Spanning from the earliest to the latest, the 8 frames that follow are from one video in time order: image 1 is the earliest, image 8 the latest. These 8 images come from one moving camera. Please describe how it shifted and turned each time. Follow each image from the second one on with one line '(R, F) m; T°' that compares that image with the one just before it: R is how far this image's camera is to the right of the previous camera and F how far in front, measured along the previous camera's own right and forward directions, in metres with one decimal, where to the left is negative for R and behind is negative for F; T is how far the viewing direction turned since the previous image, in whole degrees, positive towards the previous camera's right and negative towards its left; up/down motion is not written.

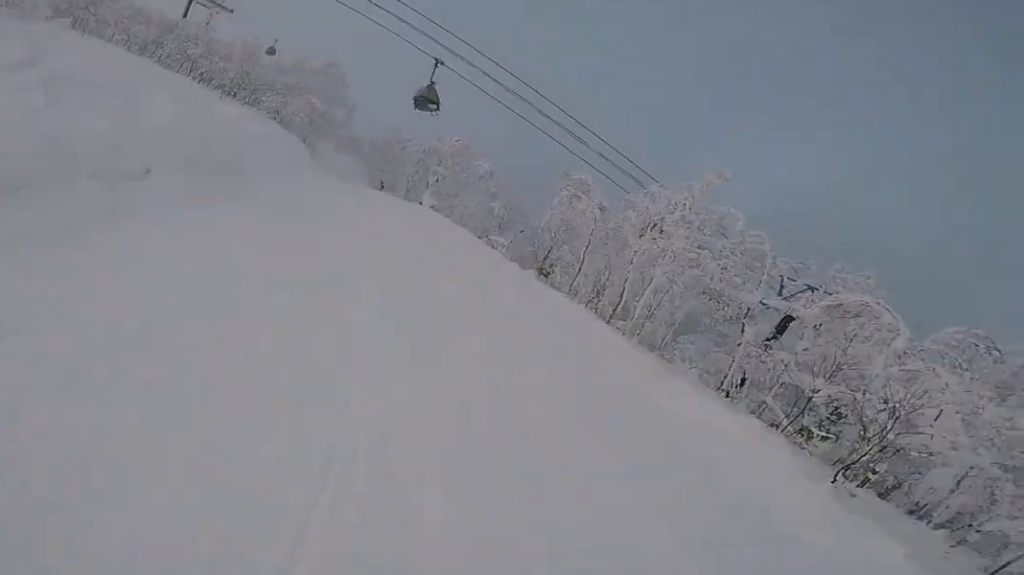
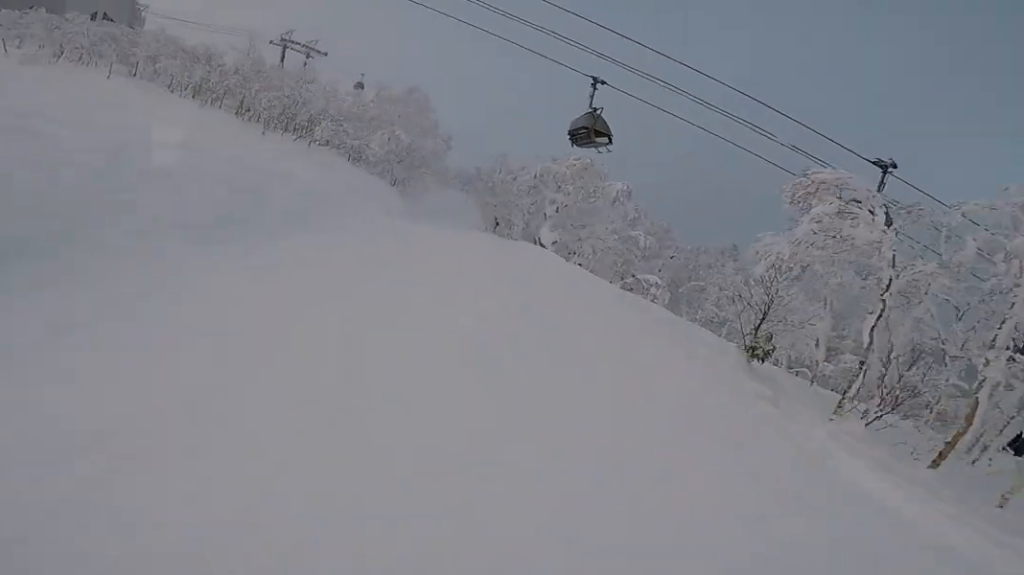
(-1.5, +6.9) m; -17°
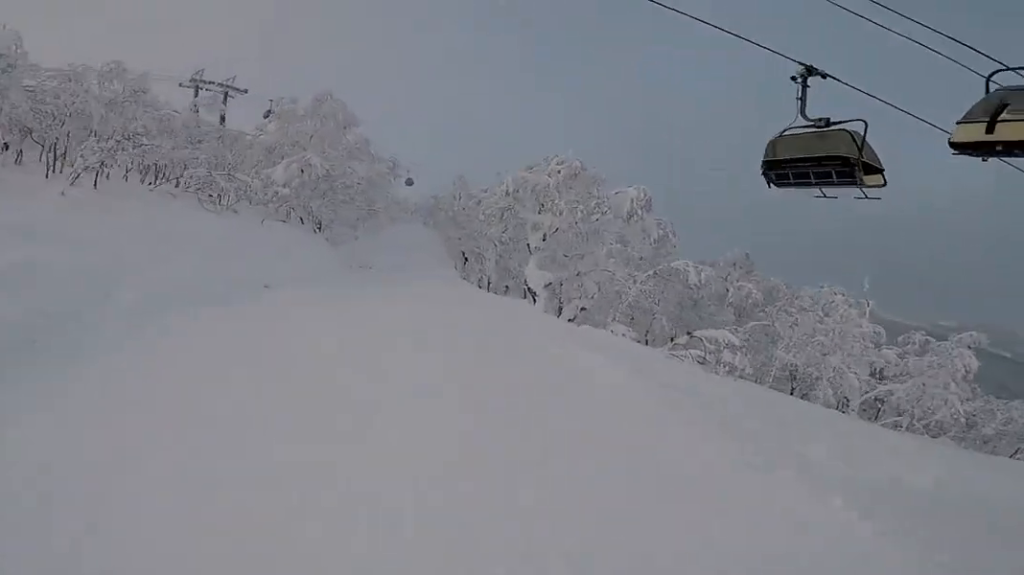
(-1.4, +10.0) m; -10°
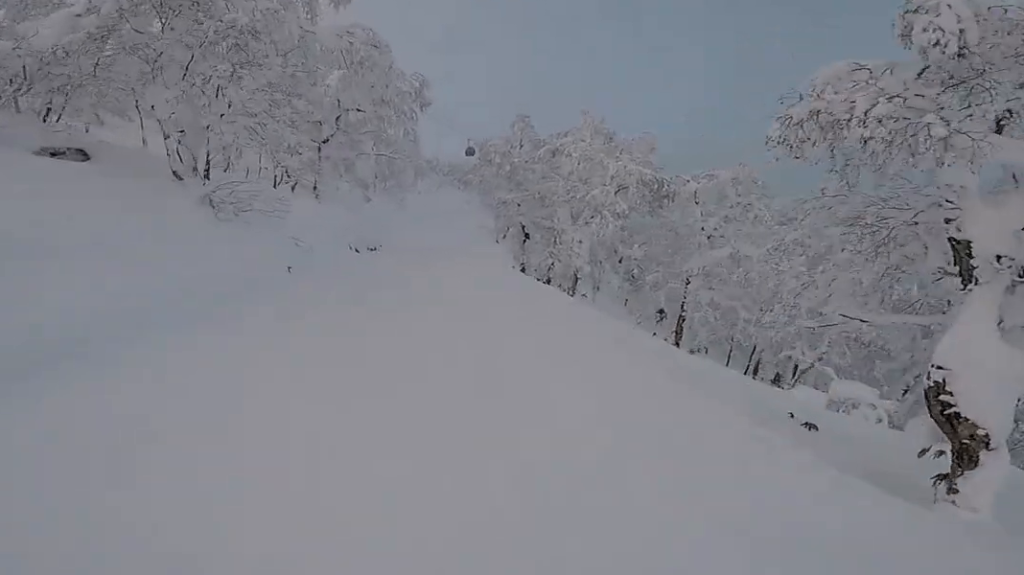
(-0.8, +17.8) m; -7°
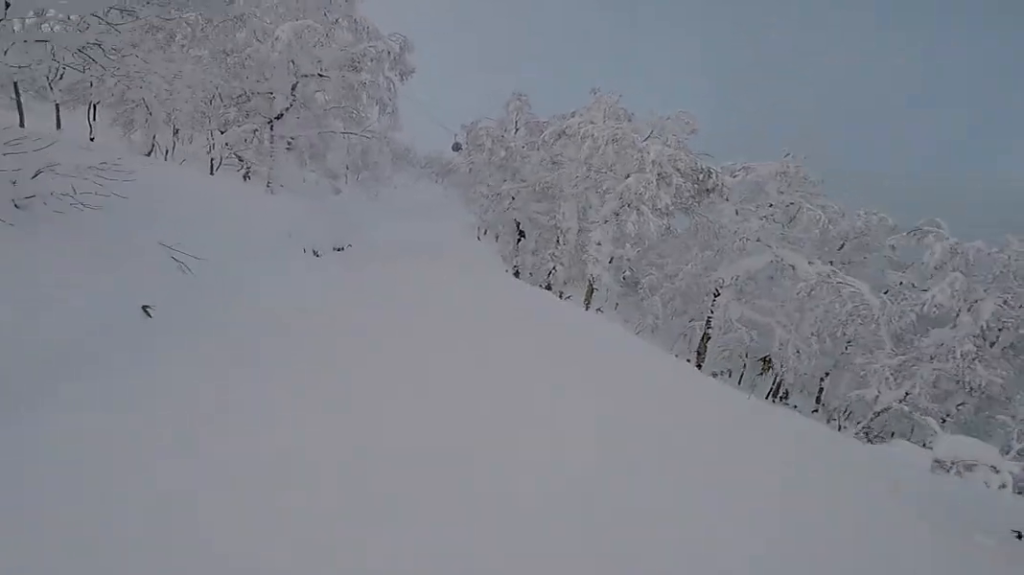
(-0.5, +5.4) m; 0°
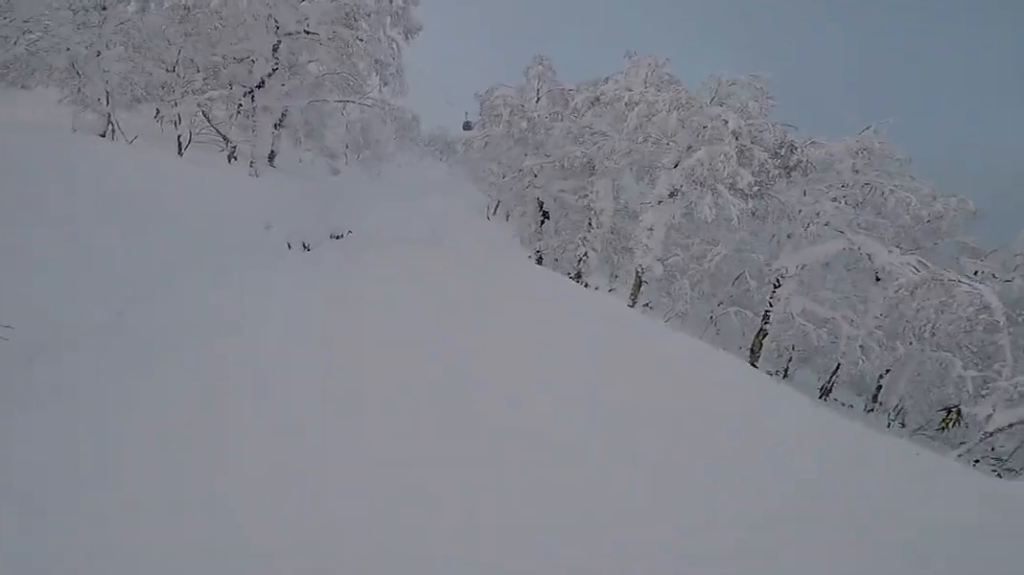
(+0.1, +3.5) m; 0°
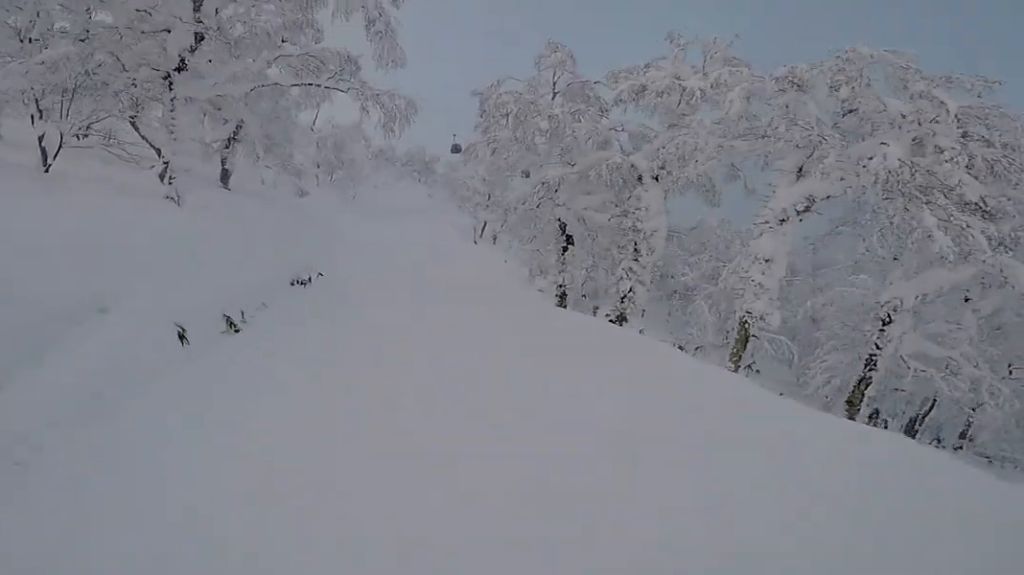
(+0.5, +6.6) m; 0°
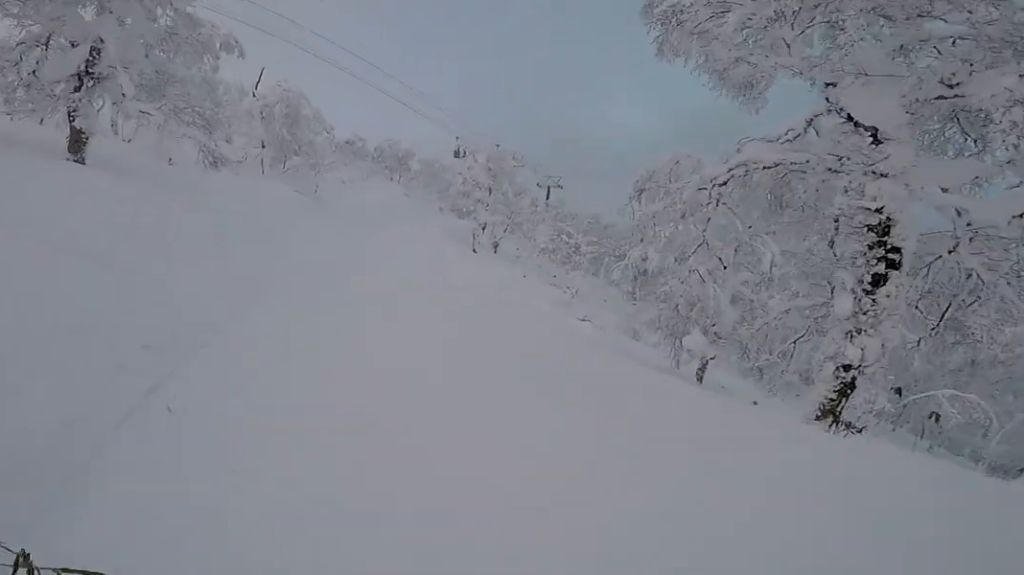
(0.0, +15.1) m; +5°
